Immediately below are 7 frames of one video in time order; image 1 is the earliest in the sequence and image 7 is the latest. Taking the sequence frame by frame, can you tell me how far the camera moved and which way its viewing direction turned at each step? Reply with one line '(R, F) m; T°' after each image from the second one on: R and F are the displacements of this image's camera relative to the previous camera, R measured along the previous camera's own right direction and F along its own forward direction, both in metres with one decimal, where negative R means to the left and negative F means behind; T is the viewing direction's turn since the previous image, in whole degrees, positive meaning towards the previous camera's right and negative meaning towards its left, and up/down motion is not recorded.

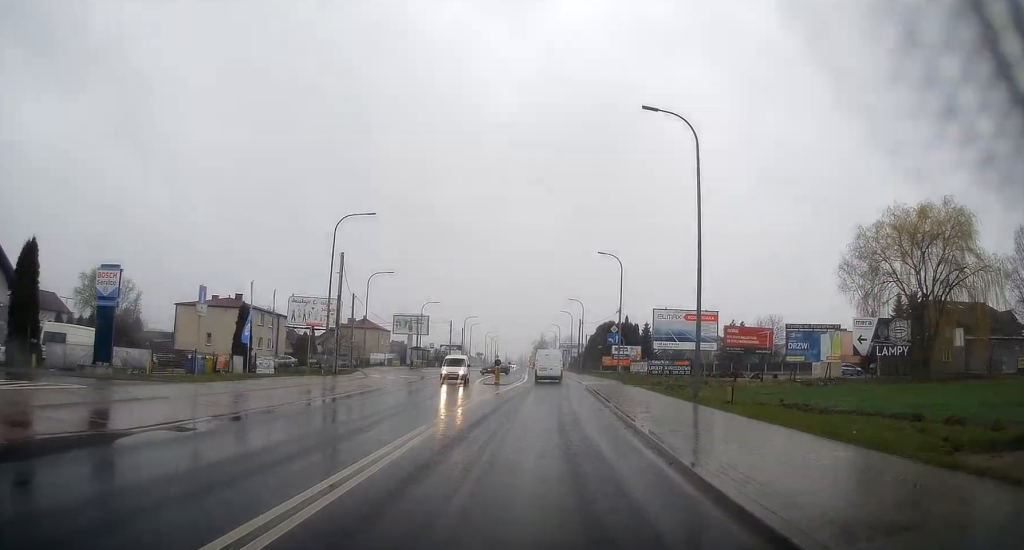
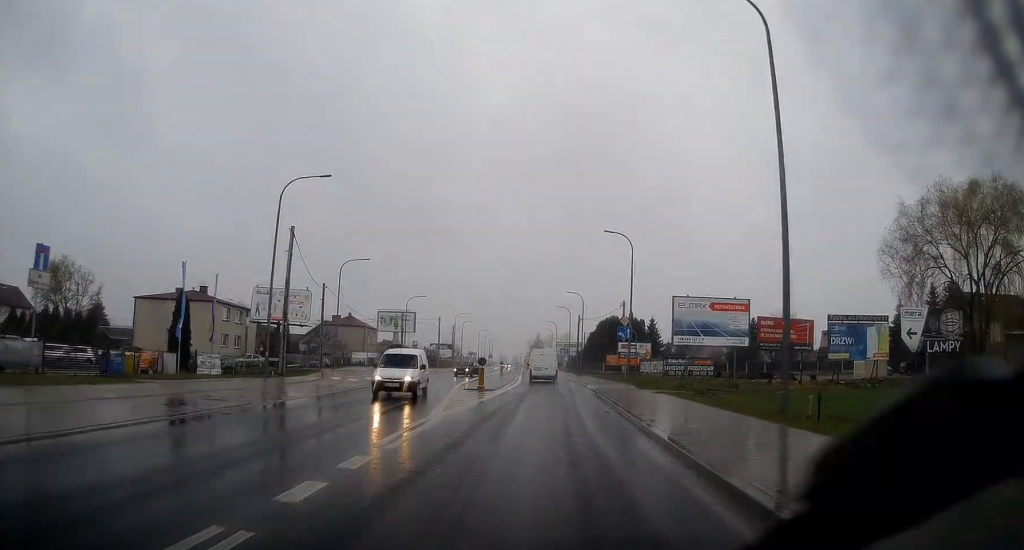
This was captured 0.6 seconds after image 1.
(0.0, +8.5) m; +1°
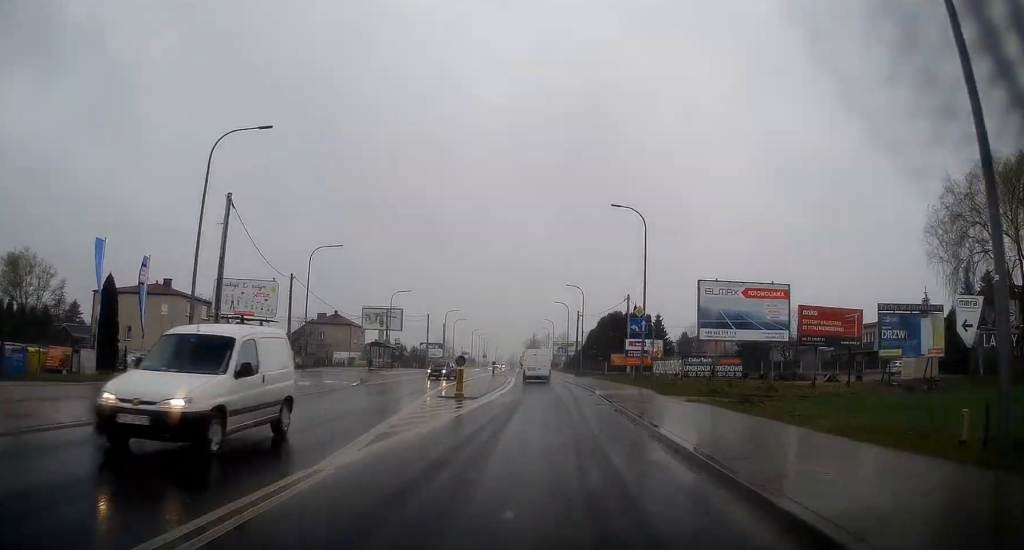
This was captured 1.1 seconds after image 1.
(+0.1, +7.4) m; +1°
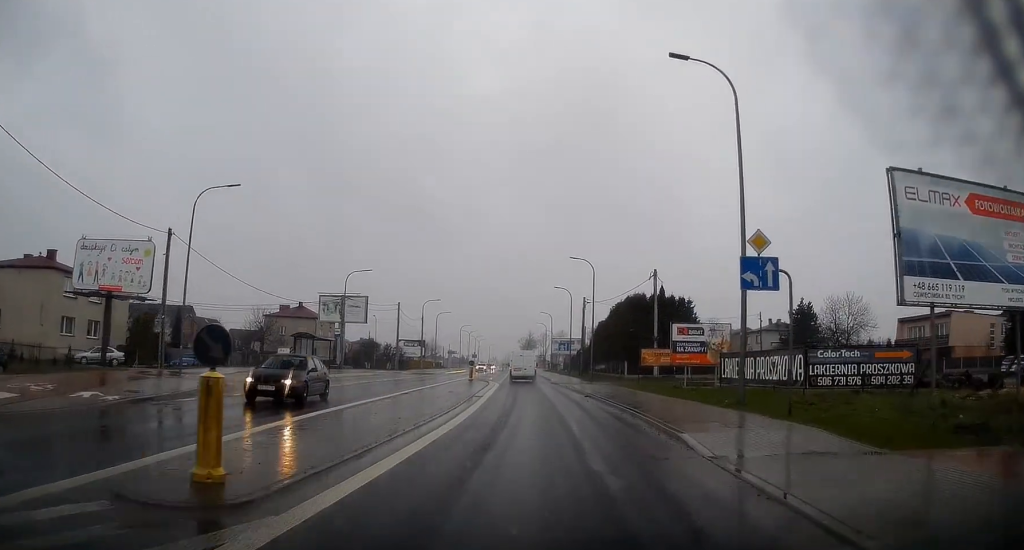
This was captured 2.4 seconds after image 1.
(+0.2, +19.2) m; 0°
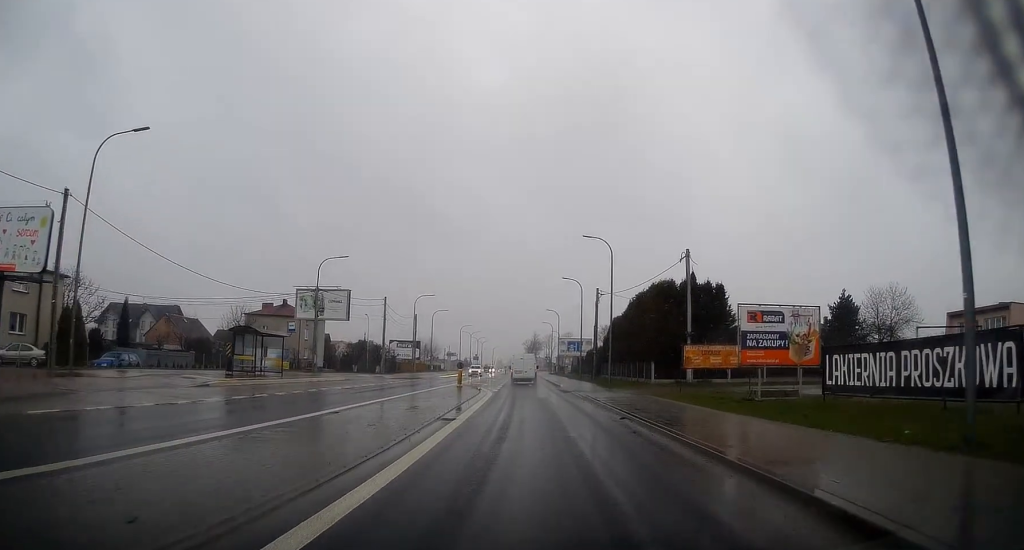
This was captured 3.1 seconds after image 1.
(-0.1, +10.2) m; -1°
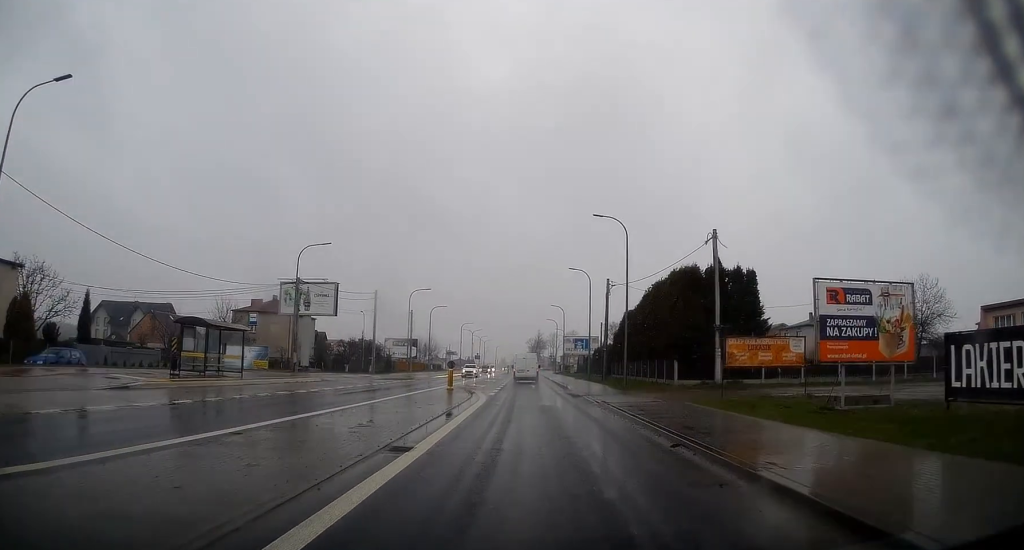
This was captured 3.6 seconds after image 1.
(0.0, +6.0) m; 0°
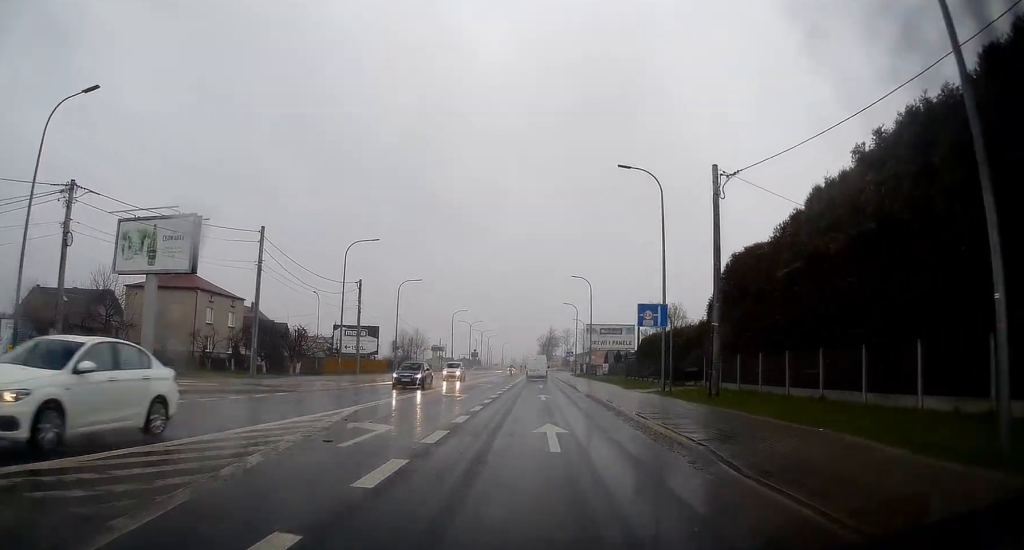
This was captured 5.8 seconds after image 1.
(-0.7, +30.3) m; -1°
